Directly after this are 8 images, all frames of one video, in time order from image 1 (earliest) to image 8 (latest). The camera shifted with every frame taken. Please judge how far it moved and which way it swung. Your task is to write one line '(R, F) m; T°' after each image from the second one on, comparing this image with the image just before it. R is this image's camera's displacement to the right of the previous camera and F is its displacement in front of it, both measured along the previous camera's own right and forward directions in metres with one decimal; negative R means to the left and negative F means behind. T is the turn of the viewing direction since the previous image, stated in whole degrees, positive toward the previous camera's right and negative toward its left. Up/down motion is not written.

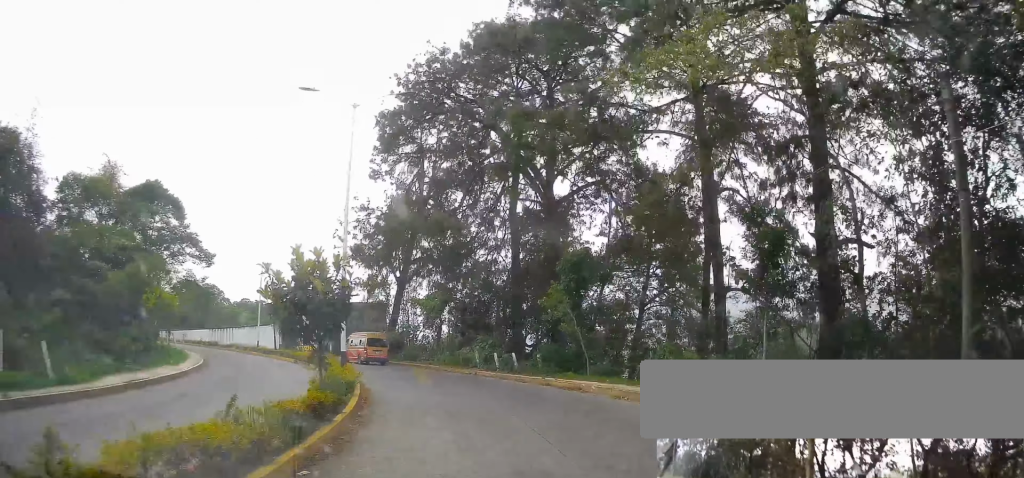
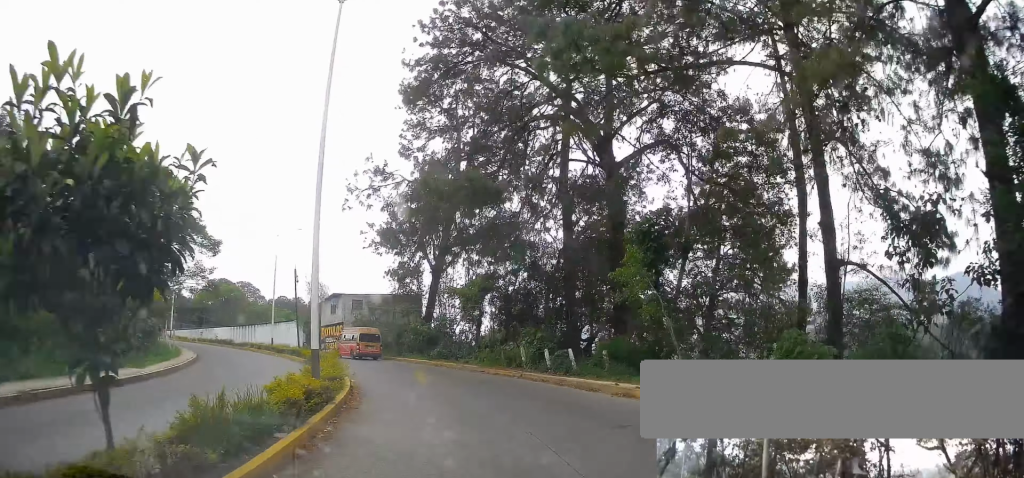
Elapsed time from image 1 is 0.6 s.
(0.0, +6.7) m; 0°
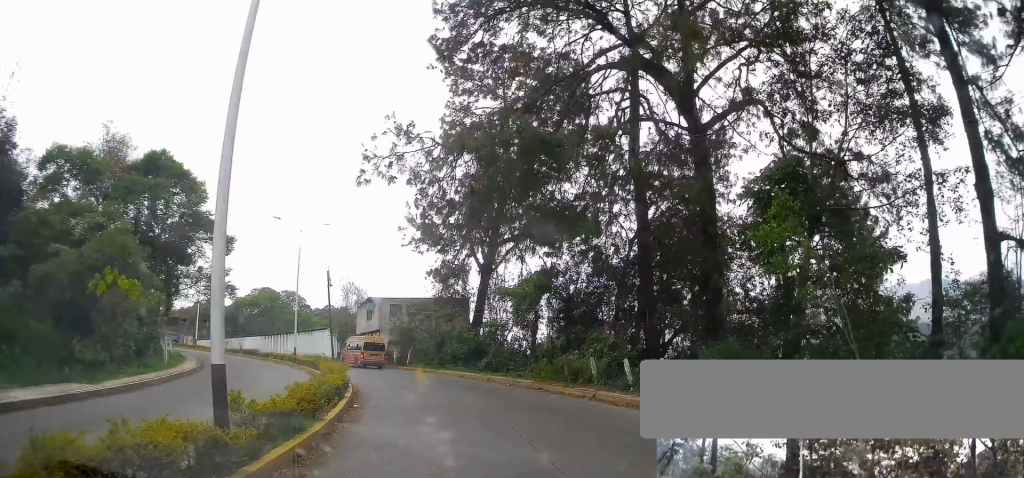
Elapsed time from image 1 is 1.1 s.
(0.0, +6.8) m; 0°
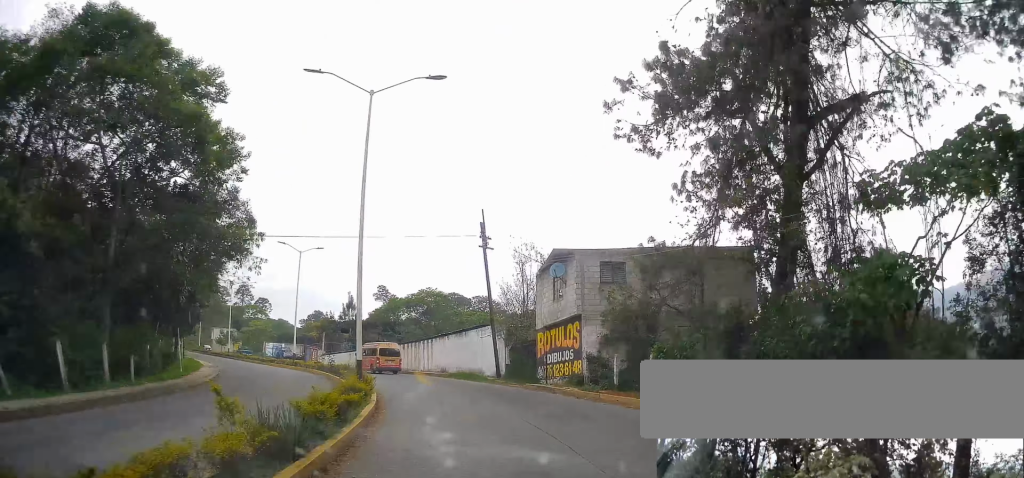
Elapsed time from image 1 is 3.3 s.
(-4.6, +26.0) m; -24°
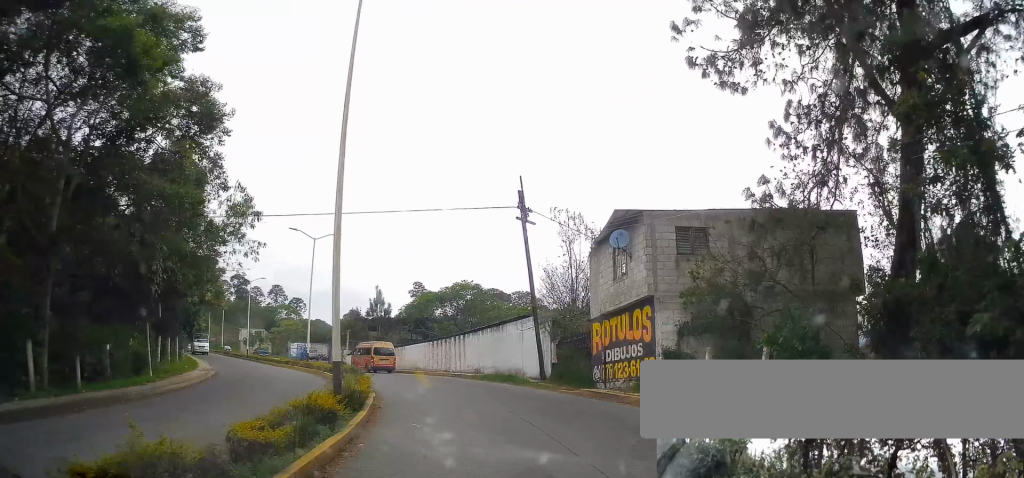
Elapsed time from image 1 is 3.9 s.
(-0.4, +6.6) m; -4°
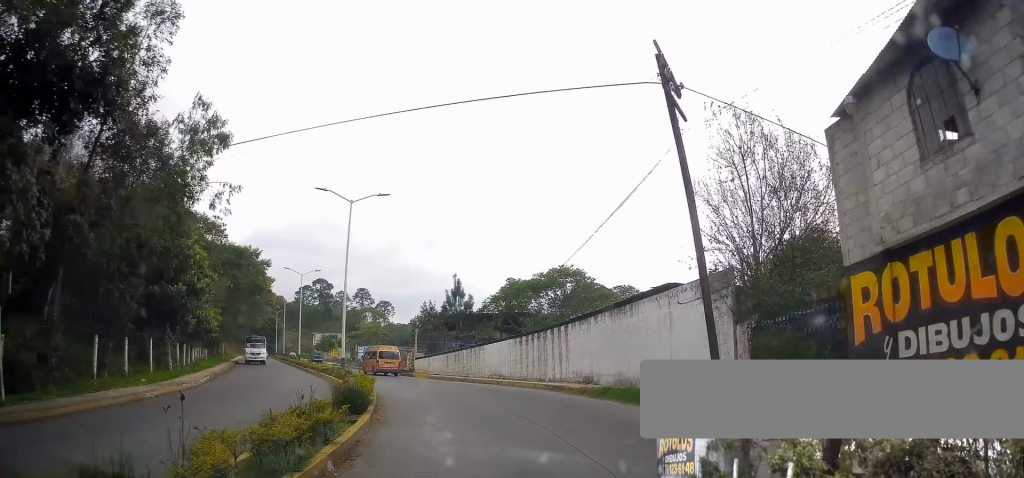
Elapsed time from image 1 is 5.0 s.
(-1.1, +13.2) m; -12°
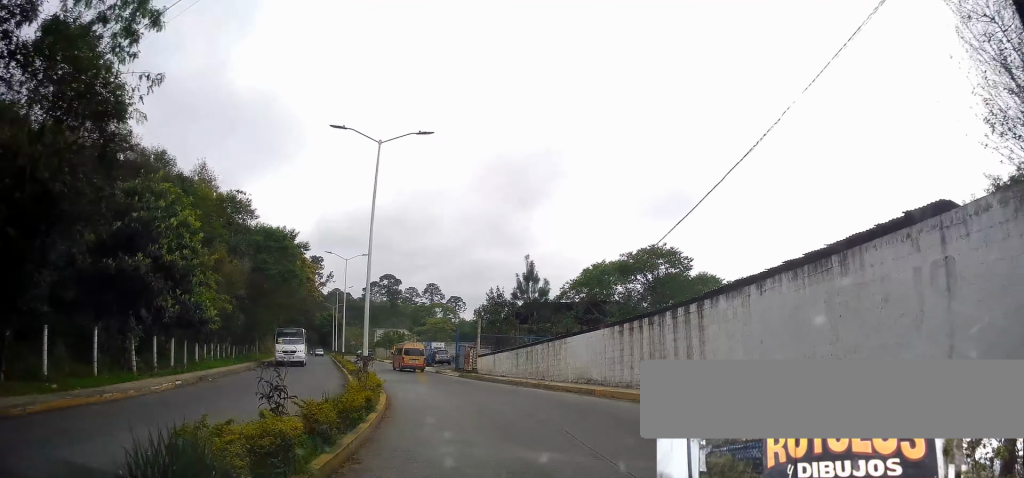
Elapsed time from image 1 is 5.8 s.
(-0.8, +8.5) m; -8°
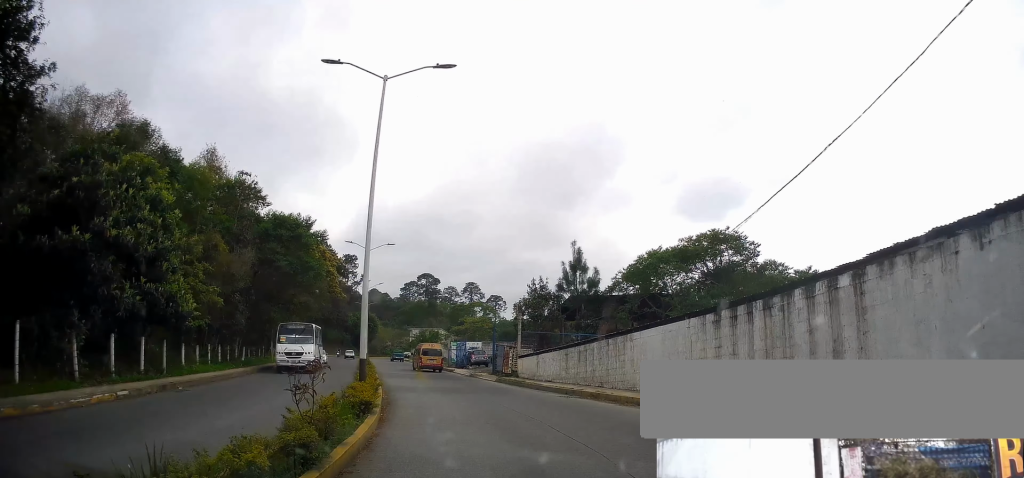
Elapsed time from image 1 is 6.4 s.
(-0.3, +5.9) m; -5°
